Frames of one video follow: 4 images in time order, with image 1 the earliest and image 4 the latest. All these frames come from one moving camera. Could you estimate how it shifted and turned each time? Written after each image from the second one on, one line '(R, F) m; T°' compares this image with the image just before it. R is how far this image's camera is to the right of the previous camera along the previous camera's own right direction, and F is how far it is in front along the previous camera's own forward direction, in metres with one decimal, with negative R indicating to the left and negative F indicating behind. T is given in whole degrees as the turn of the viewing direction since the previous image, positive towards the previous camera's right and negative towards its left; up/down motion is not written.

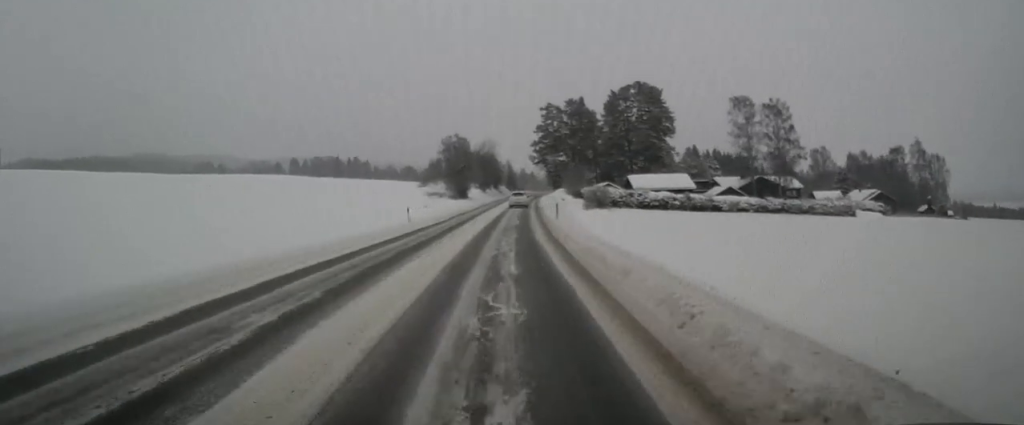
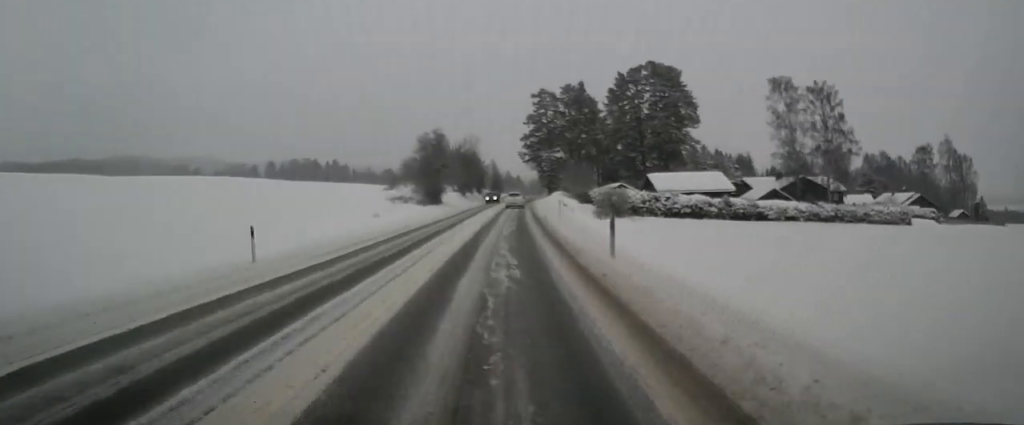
(+0.1, +20.3) m; +1°
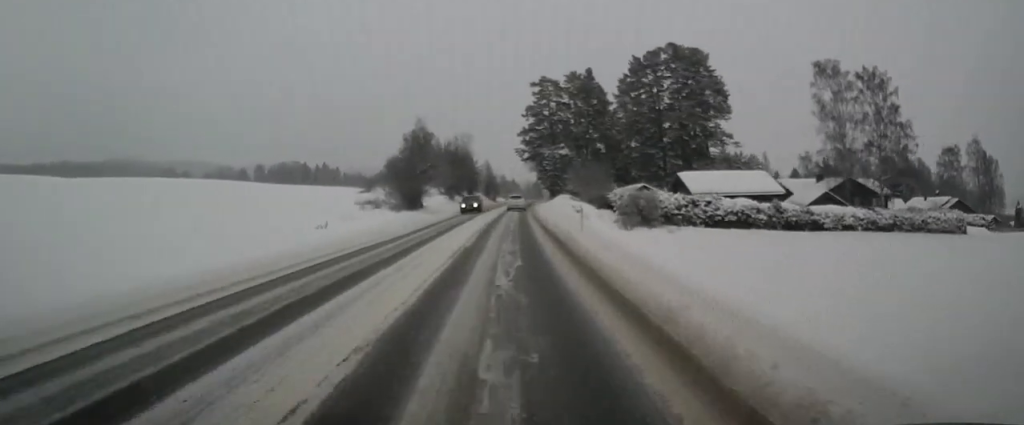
(+0.1, +13.7) m; +1°
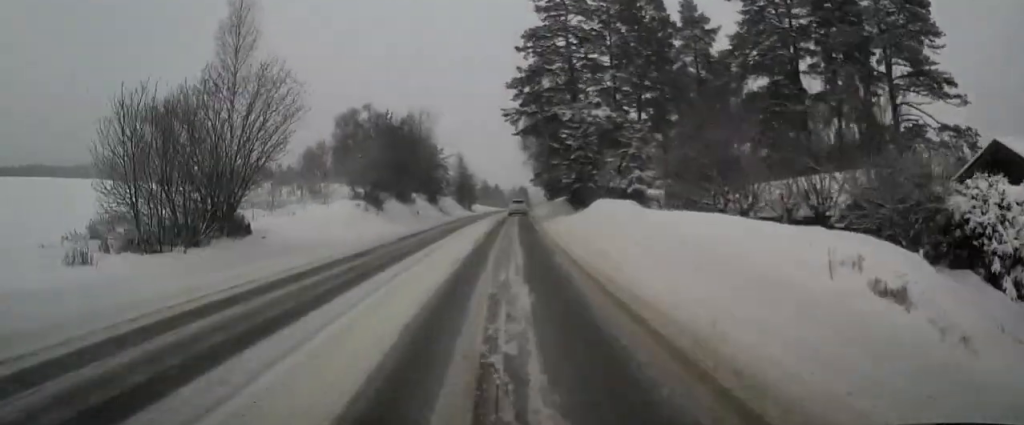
(+0.9, +39.8) m; +2°
